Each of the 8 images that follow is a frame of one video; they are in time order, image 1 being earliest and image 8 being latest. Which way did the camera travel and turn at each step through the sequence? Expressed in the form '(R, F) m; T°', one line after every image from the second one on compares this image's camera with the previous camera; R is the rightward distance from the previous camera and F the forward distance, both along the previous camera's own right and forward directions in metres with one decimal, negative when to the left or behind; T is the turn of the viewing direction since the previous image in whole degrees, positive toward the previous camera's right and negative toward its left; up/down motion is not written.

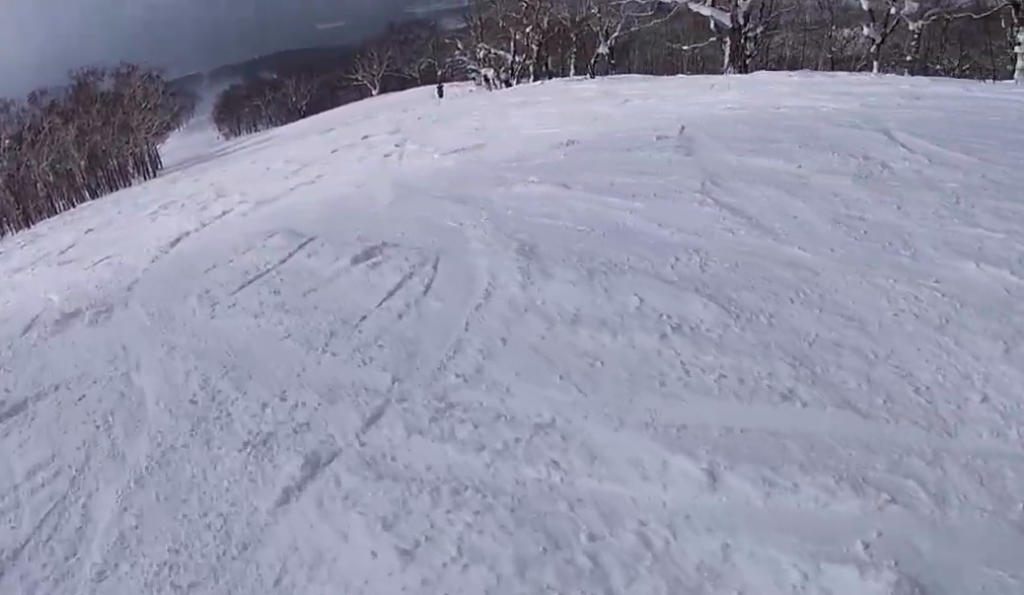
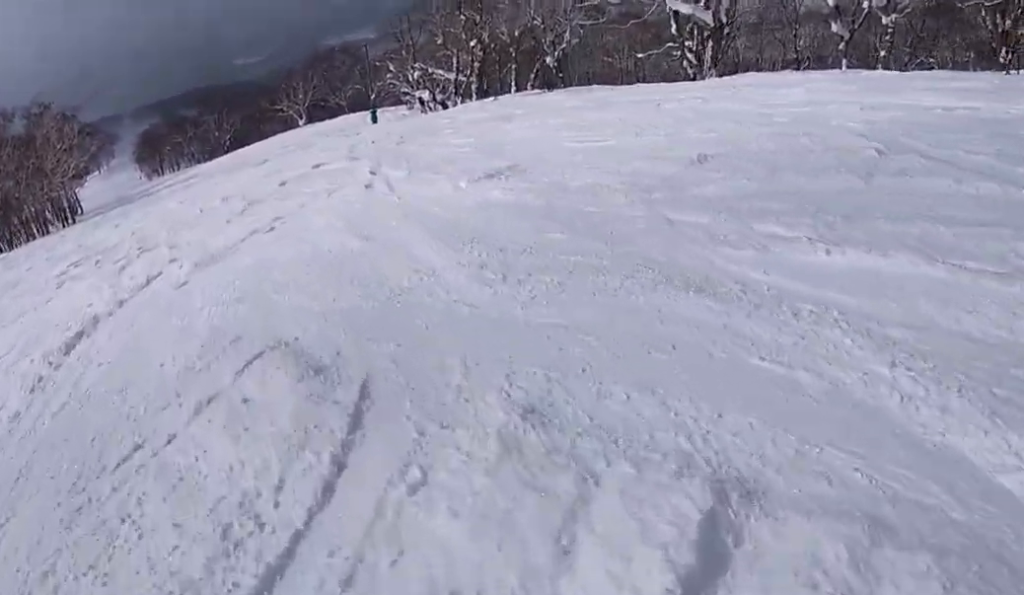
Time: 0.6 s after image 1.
(+0.7, +4.0) m; +17°
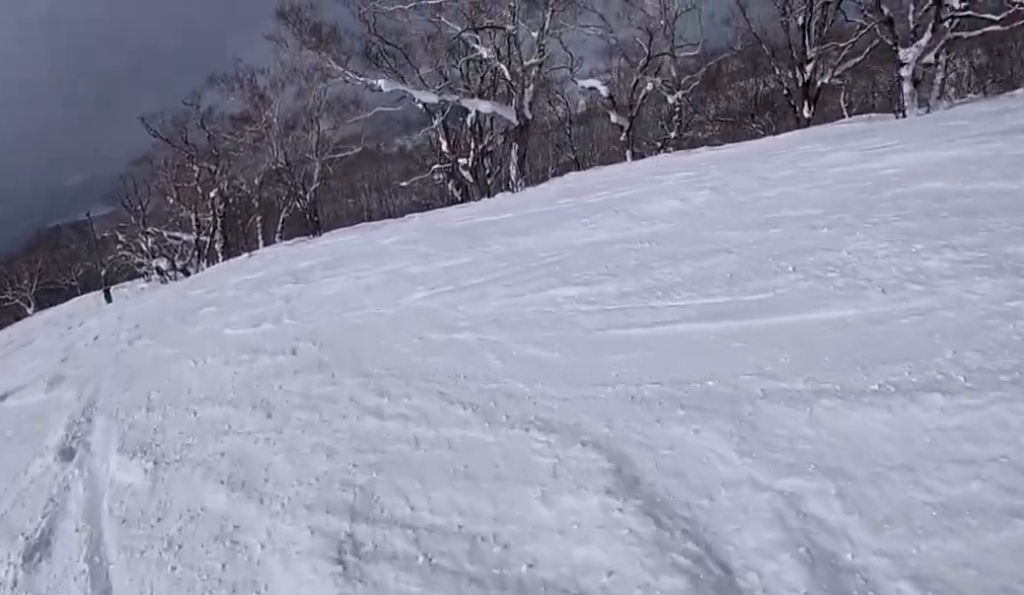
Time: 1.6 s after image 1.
(+1.8, +7.8) m; +6°
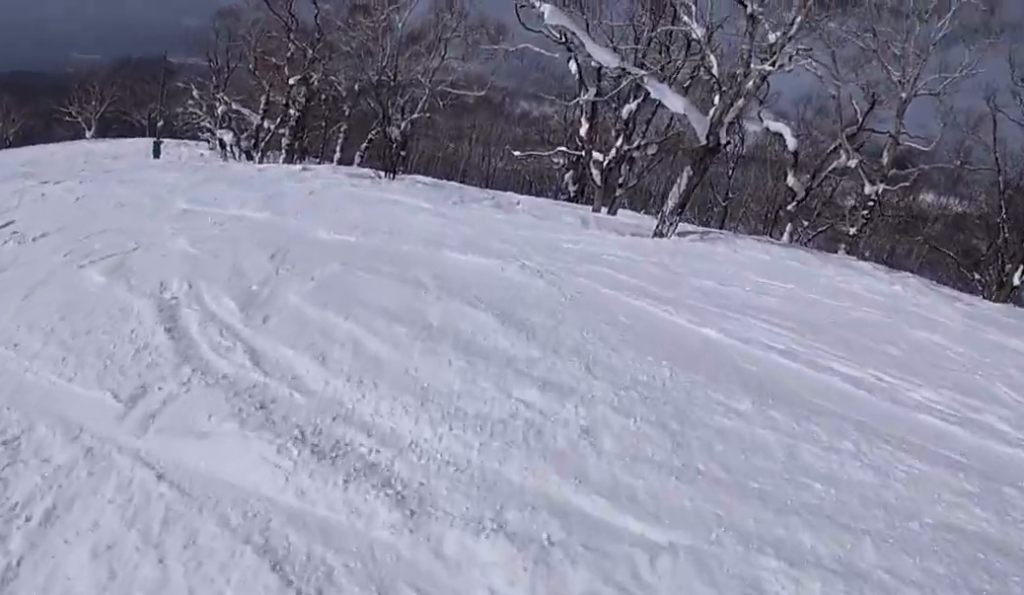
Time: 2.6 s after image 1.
(-0.7, +7.0) m; -12°
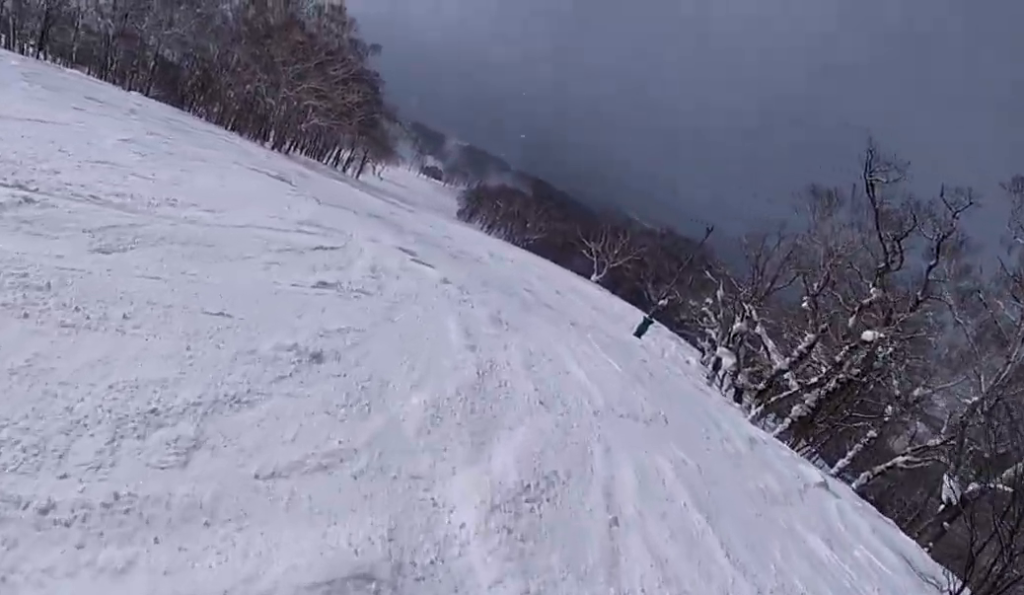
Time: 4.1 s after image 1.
(-2.7, +11.0) m; -35°
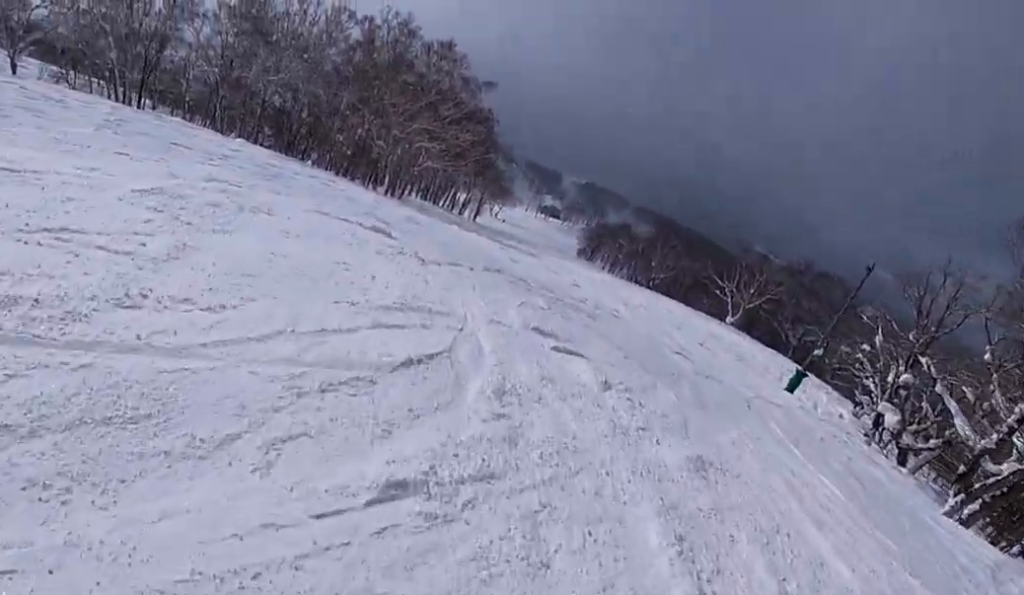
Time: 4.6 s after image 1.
(-0.3, +3.3) m; -8°
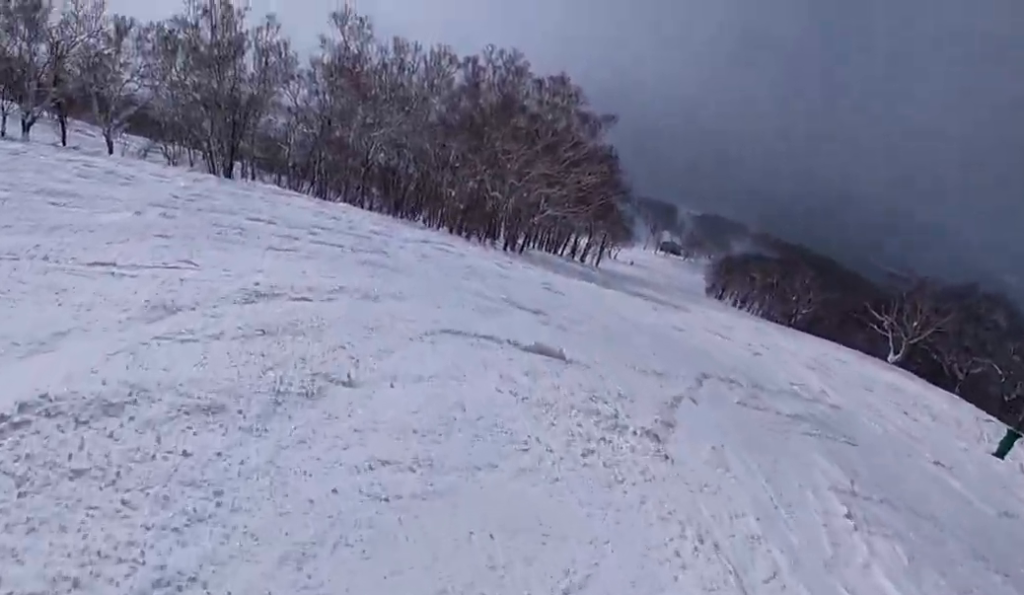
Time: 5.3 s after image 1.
(-1.4, +5.3) m; -5°
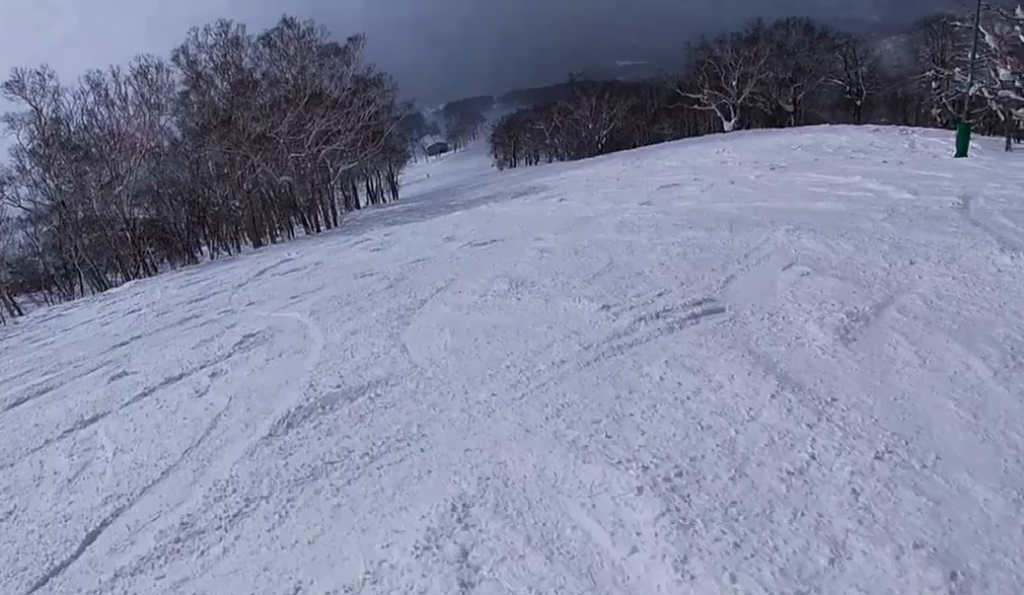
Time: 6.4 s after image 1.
(+1.2, +8.5) m; +13°
